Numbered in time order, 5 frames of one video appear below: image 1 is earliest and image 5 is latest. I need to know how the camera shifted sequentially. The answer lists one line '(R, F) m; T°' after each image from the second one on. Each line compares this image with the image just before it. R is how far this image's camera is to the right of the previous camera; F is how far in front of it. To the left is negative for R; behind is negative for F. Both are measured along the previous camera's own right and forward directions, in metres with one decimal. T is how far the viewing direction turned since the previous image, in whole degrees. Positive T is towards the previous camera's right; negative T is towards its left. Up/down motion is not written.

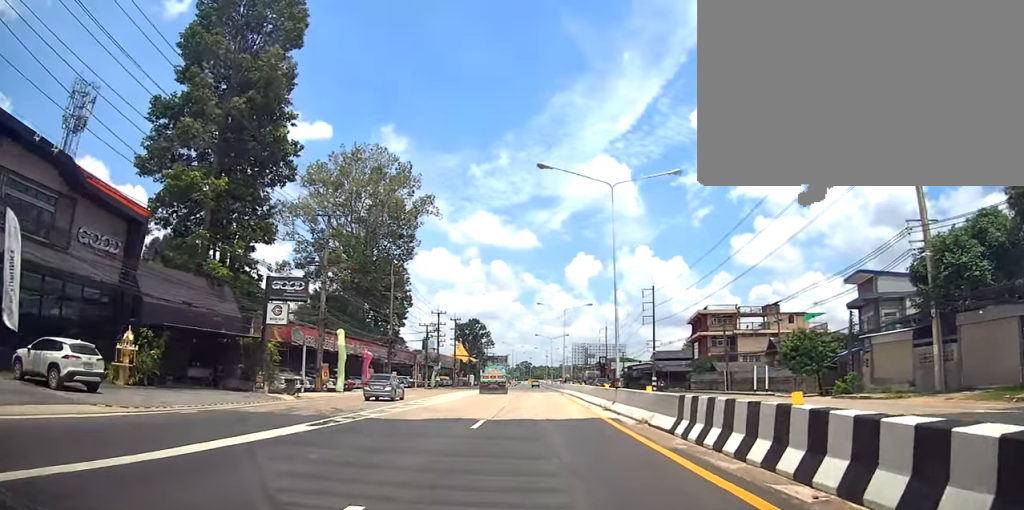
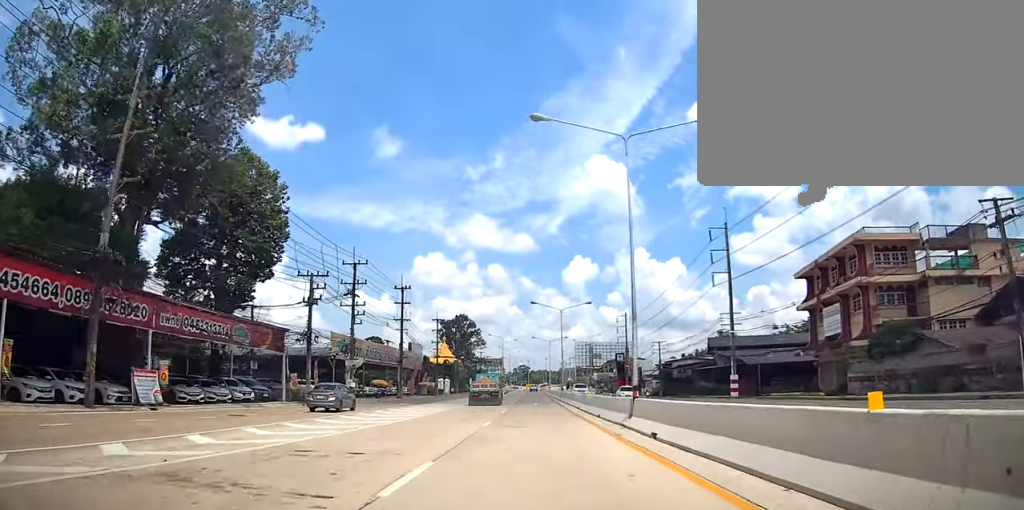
(+0.5, +45.3) m; +1°
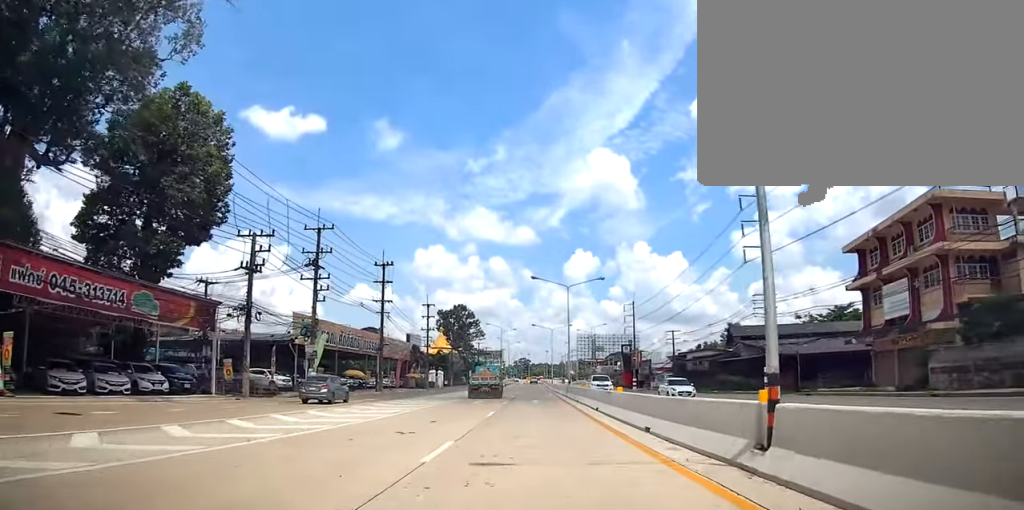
(-0.1, +9.8) m; 0°
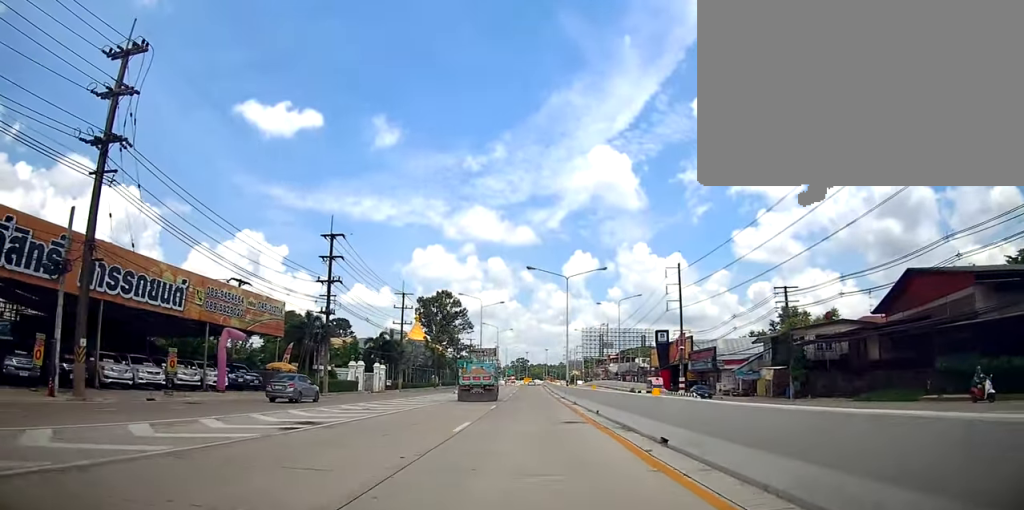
(-0.7, +43.8) m; -2°
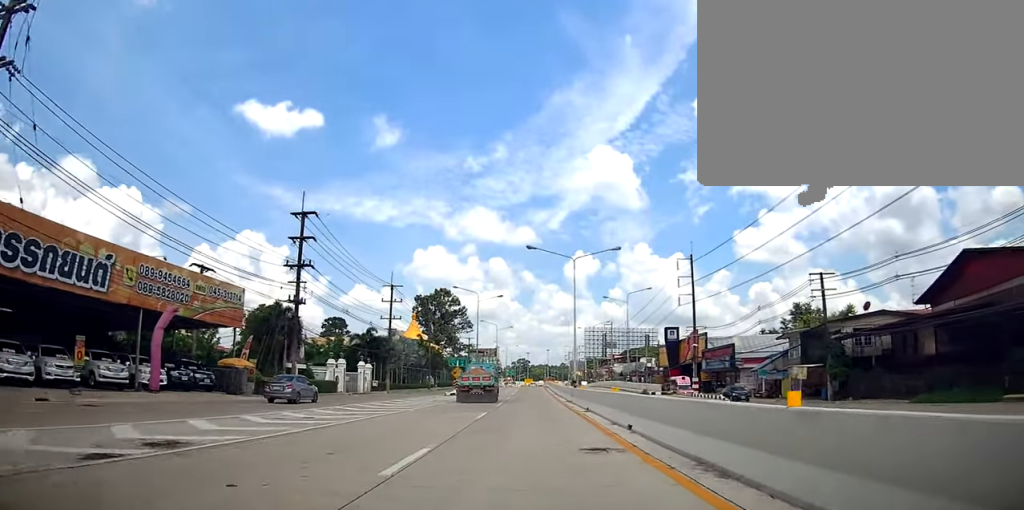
(-0.2, +6.6) m; 0°
